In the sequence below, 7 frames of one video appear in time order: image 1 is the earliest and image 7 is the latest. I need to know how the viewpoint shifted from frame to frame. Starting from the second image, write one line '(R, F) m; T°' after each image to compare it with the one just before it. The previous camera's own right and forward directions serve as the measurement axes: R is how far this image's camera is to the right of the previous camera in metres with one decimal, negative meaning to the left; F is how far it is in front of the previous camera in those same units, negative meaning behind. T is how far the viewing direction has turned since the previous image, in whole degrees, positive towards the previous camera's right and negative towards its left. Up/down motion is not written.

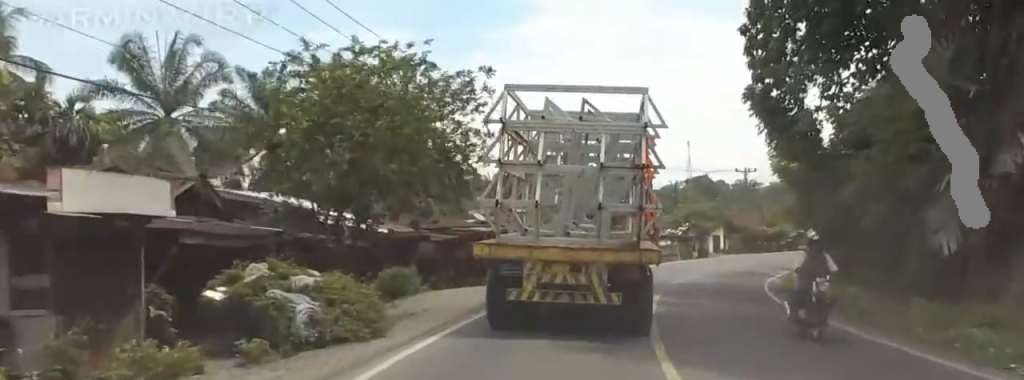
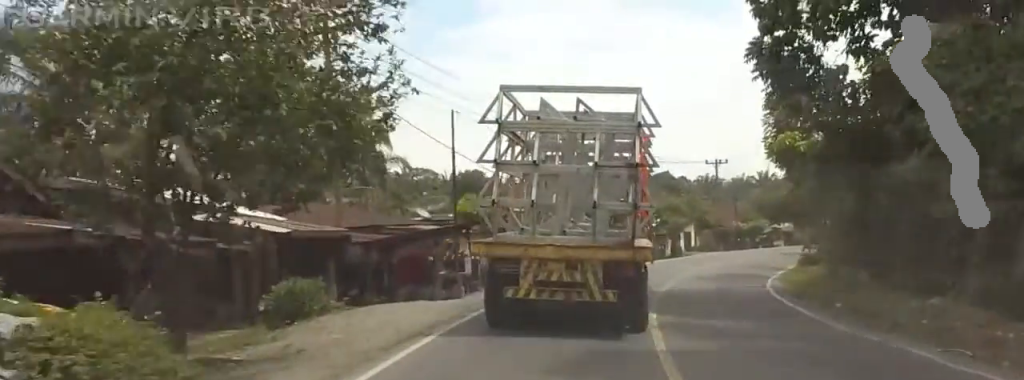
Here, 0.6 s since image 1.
(+0.4, +7.6) m; -1°
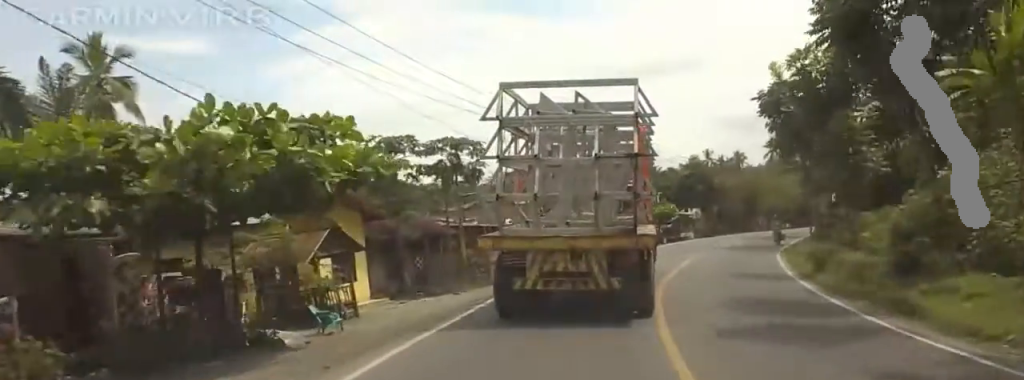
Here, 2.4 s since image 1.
(-2.3, +23.9) m; -6°
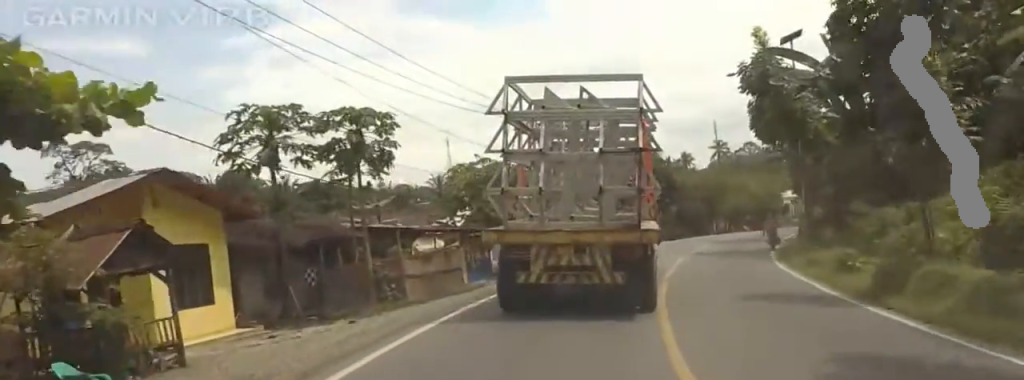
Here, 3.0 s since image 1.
(0.0, +8.7) m; -4°
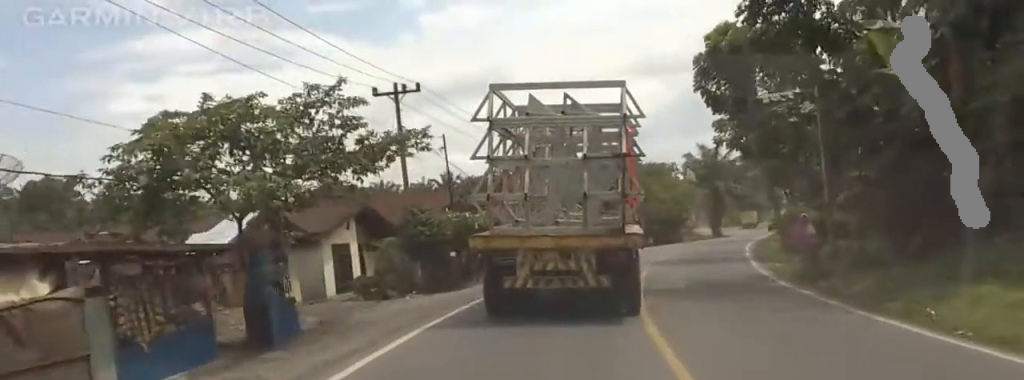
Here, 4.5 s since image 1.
(-1.6, +17.9) m; -3°
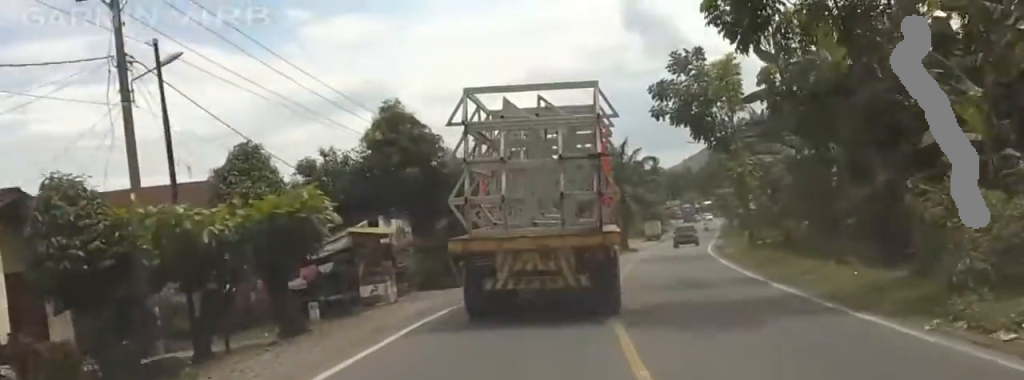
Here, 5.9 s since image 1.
(-0.9, +16.2) m; -16°
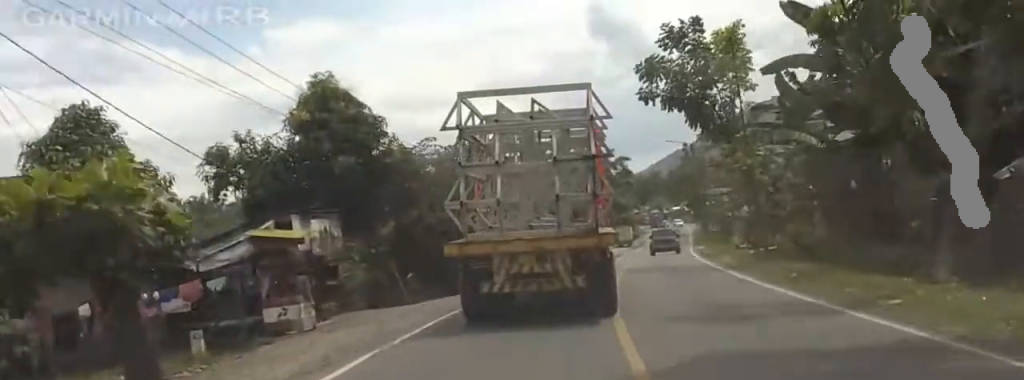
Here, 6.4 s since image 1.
(-0.8, +5.6) m; -8°
